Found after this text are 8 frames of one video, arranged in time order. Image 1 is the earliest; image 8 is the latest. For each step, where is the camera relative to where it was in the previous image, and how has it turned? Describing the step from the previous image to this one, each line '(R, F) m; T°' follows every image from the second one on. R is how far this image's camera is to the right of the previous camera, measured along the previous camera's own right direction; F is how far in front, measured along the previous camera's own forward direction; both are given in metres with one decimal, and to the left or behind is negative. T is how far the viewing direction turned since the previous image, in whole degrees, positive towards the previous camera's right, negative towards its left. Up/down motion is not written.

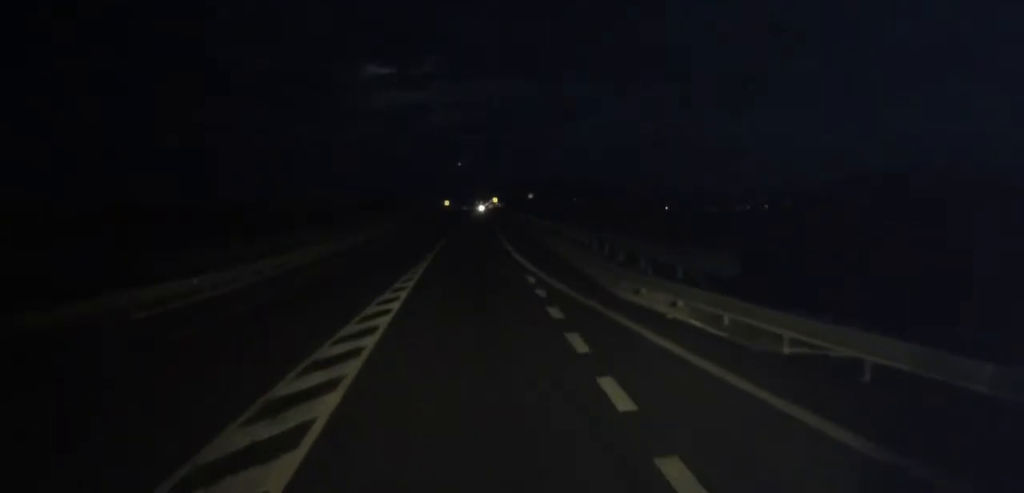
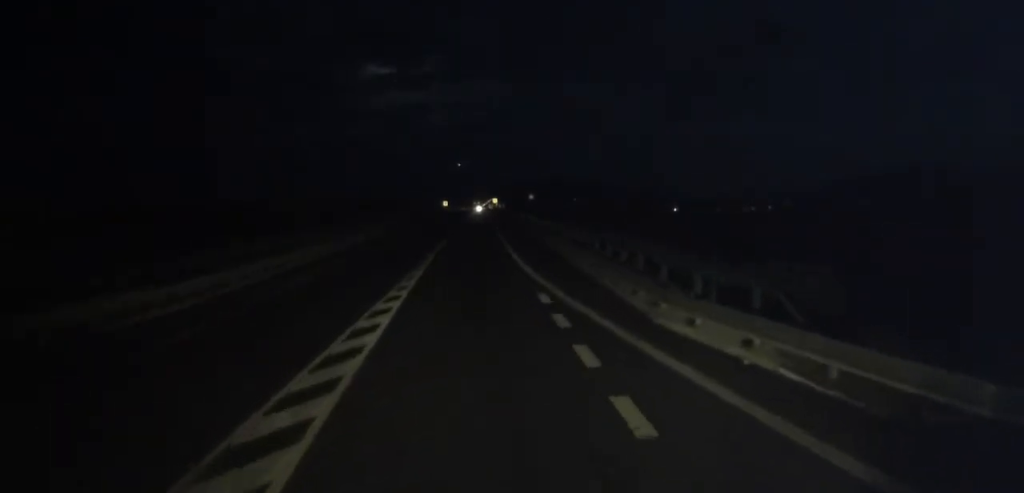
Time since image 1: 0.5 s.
(0.0, +3.7) m; 0°
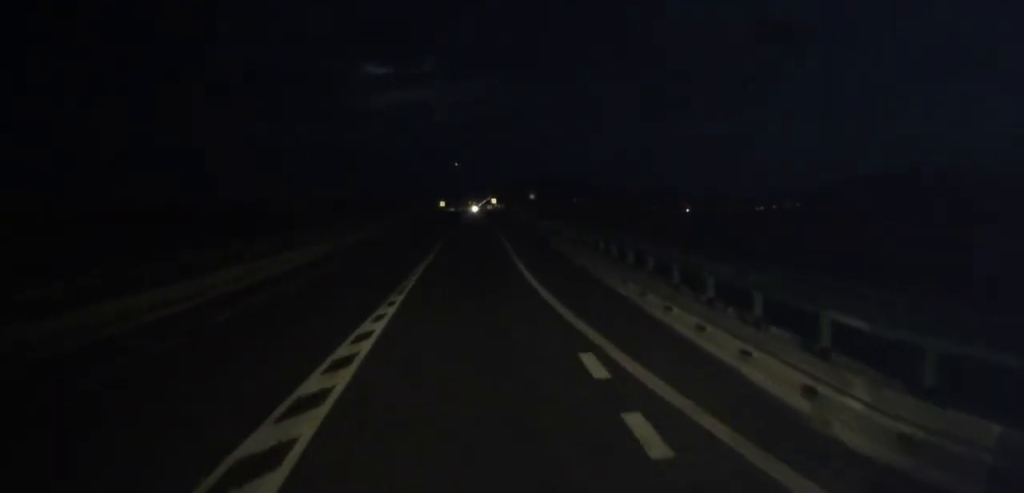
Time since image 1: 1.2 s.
(0.0, +6.1) m; 0°
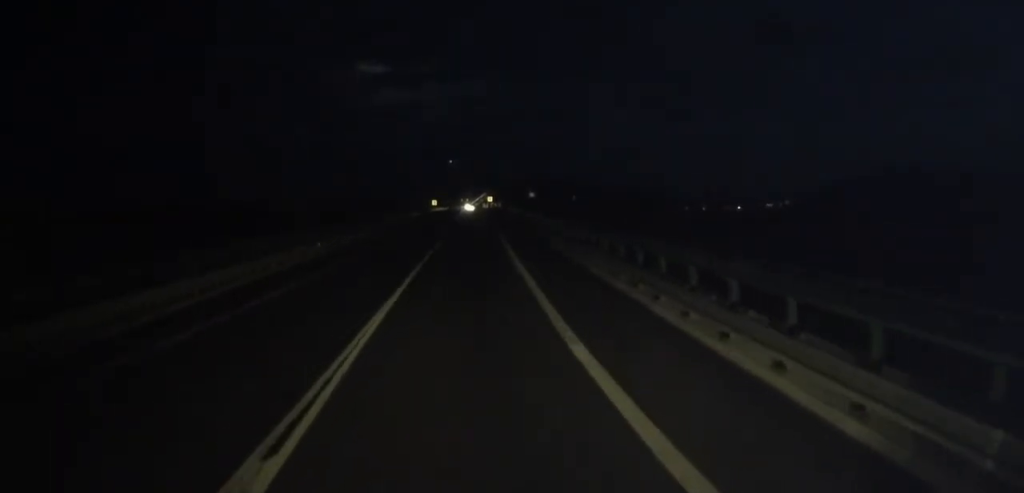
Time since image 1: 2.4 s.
(0.0, +10.2) m; +1°
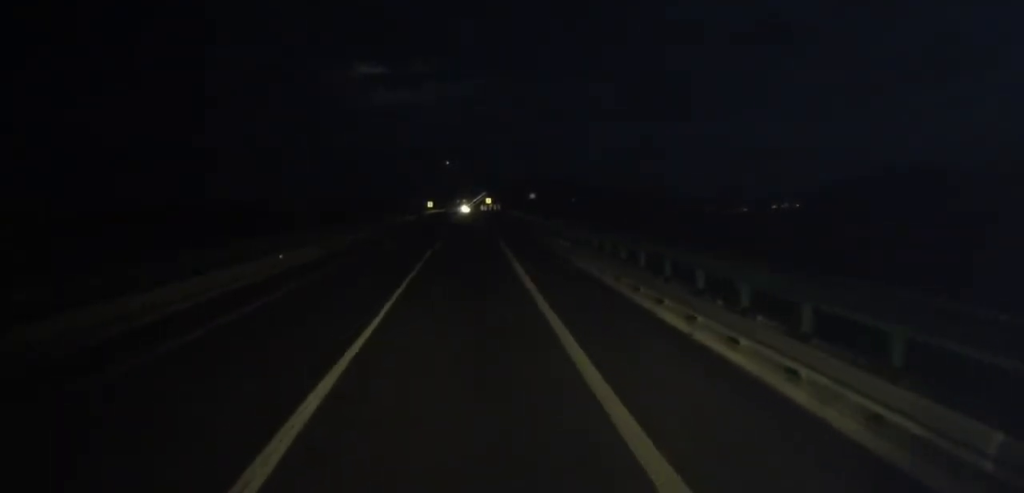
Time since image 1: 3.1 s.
(0.0, +6.0) m; +2°
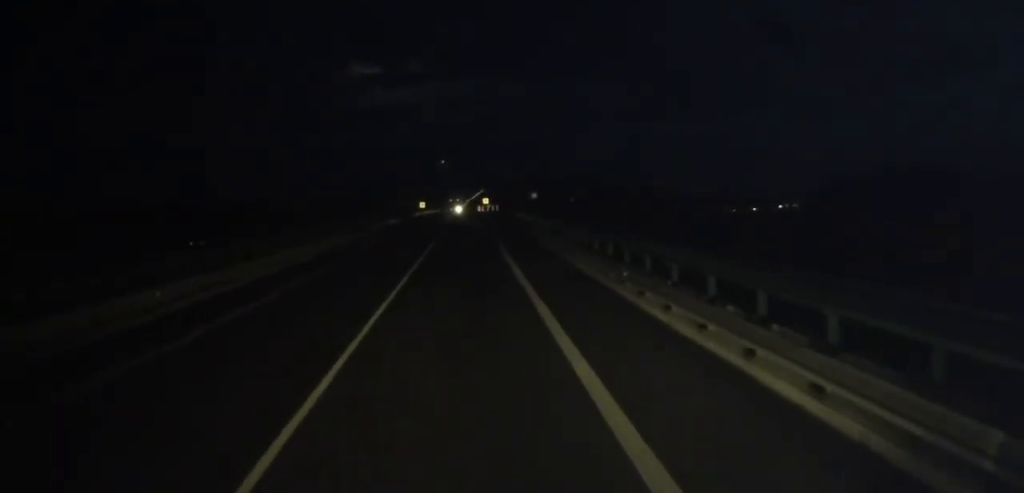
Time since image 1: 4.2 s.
(+0.3, +10.7) m; -2°
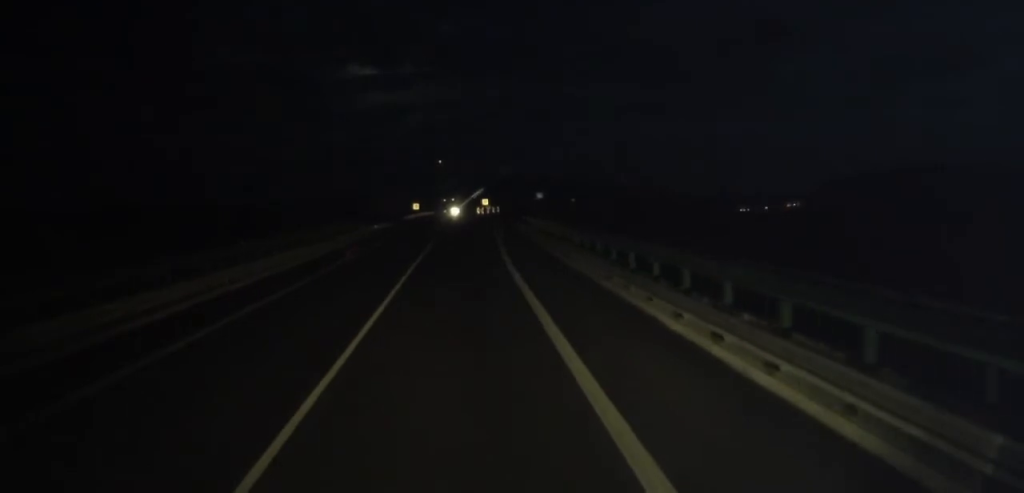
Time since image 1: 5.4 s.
(-0.5, +11.0) m; -1°
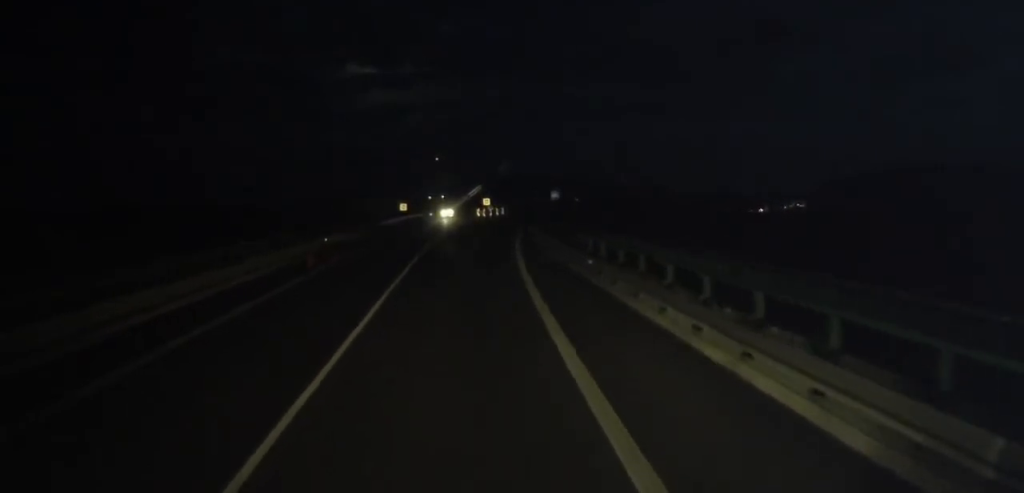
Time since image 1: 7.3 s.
(+0.7, +18.5) m; +2°
